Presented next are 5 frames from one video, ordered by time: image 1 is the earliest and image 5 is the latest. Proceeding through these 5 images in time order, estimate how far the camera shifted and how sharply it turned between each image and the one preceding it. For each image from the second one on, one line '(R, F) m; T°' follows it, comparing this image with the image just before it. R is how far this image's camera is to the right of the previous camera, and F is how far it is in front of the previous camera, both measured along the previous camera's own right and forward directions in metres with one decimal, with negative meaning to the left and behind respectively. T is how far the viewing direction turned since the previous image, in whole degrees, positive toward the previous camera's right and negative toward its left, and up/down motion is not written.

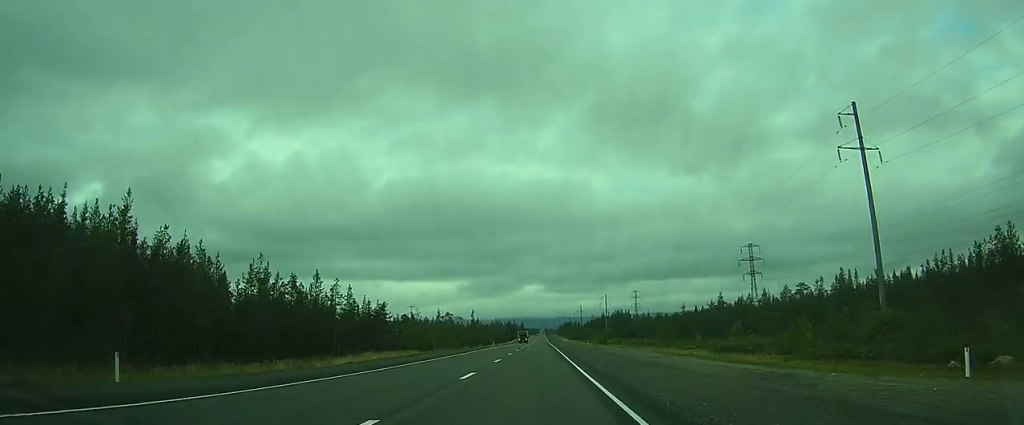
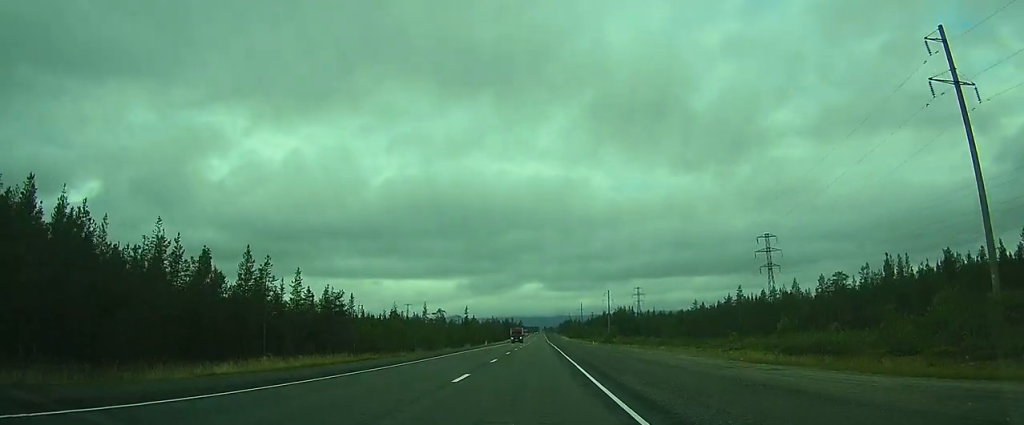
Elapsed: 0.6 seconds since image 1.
(+0.1, +13.3) m; 0°
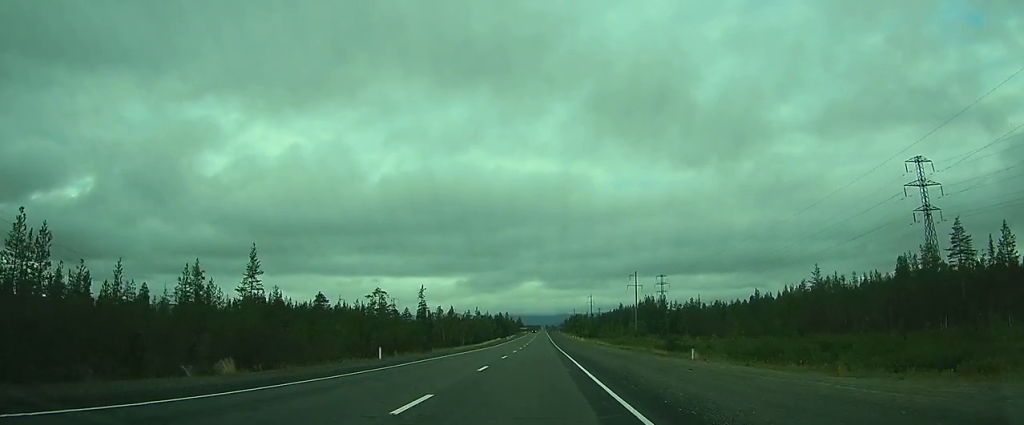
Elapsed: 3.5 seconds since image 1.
(-0.6, +64.1) m; 0°
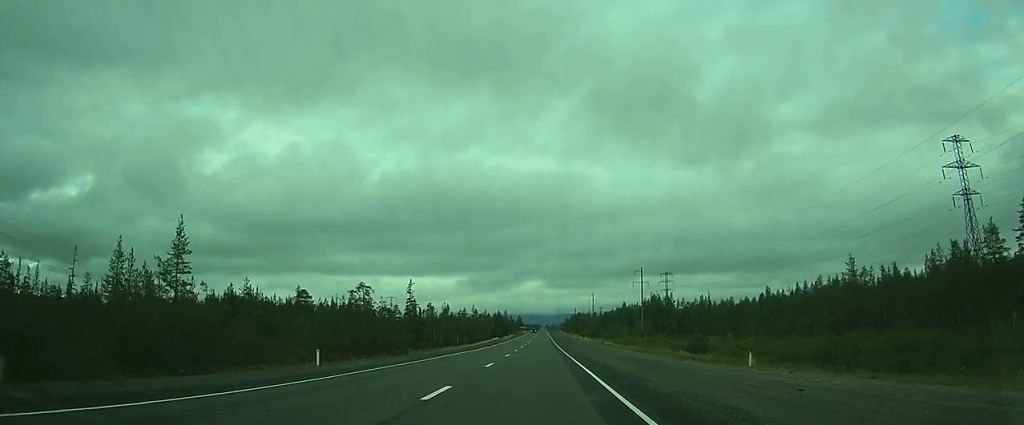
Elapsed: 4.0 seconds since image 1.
(0.0, +9.3) m; 0°
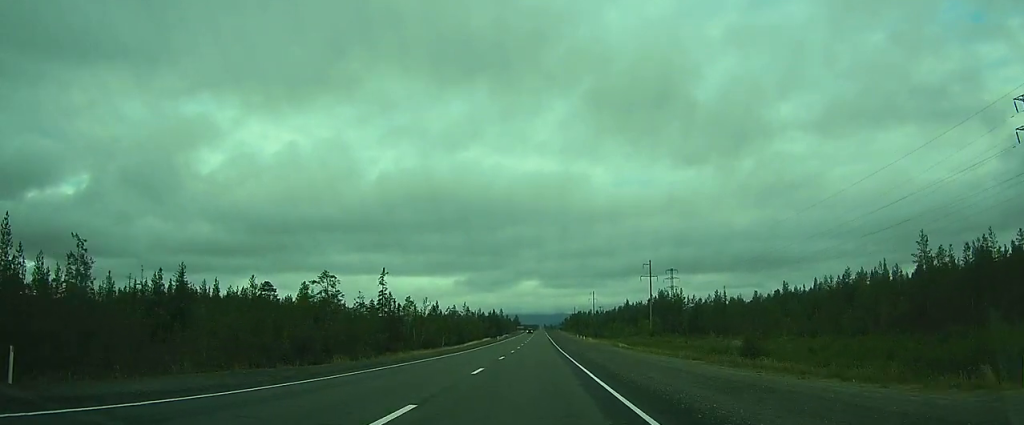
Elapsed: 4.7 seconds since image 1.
(0.0, +14.9) m; -1°
